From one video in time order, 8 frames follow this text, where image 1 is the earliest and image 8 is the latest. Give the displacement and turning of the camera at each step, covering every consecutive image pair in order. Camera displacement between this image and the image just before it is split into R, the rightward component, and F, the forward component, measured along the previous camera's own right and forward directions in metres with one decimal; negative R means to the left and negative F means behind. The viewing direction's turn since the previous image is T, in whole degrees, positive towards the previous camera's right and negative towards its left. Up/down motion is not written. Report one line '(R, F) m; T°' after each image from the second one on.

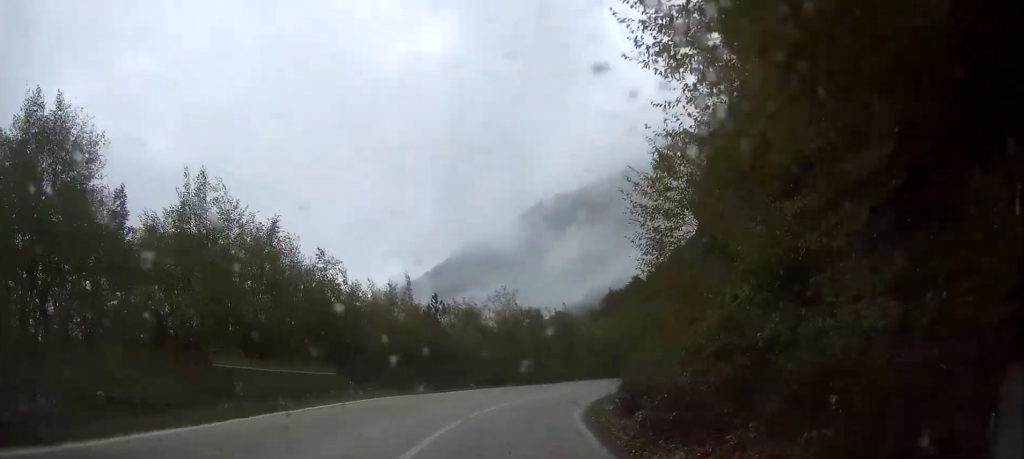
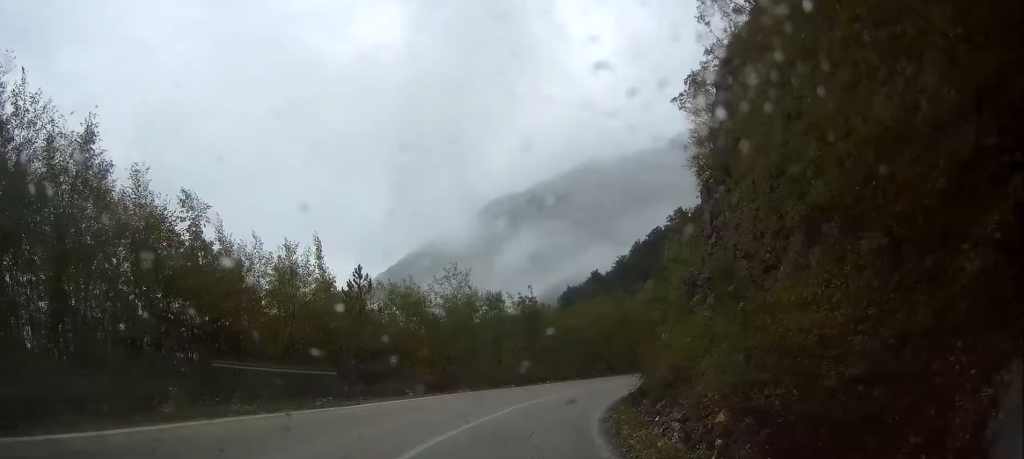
(+0.4, +11.3) m; +6°
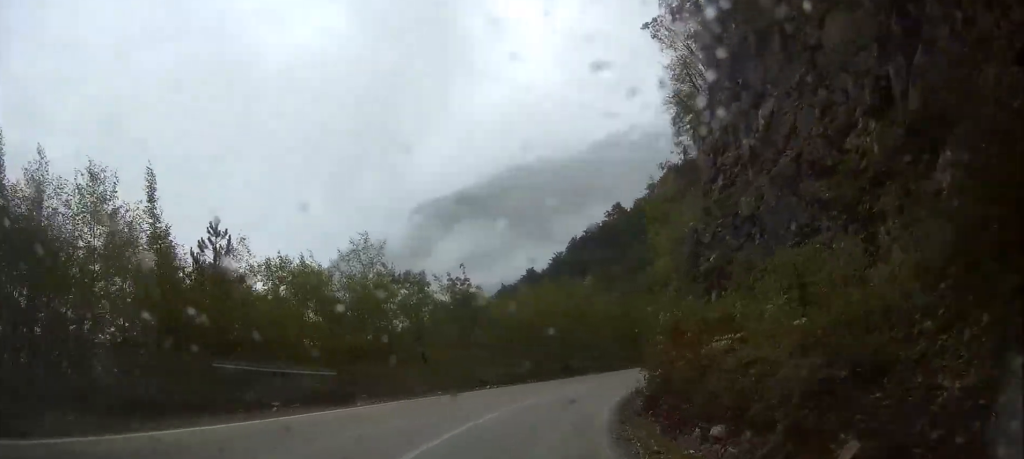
(+0.5, +9.8) m; +6°
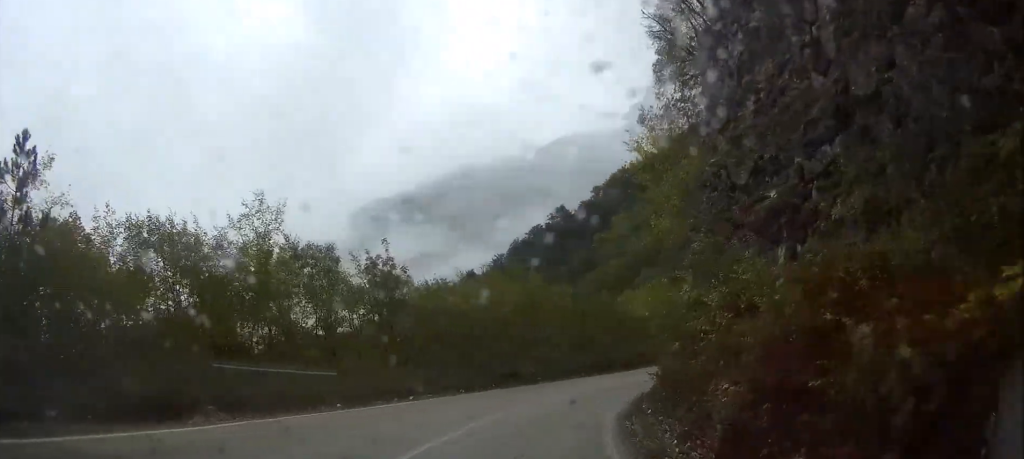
(+0.2, +7.8) m; +6°
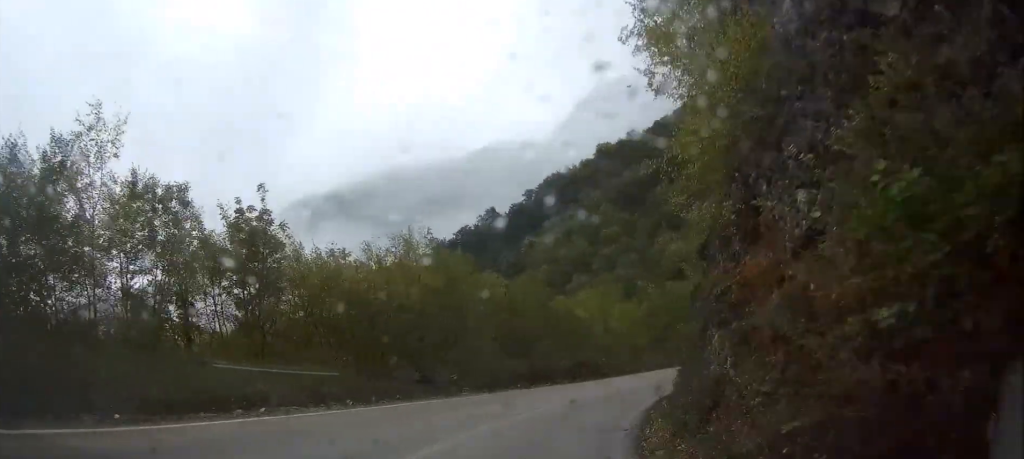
(+0.7, +8.2) m; +7°
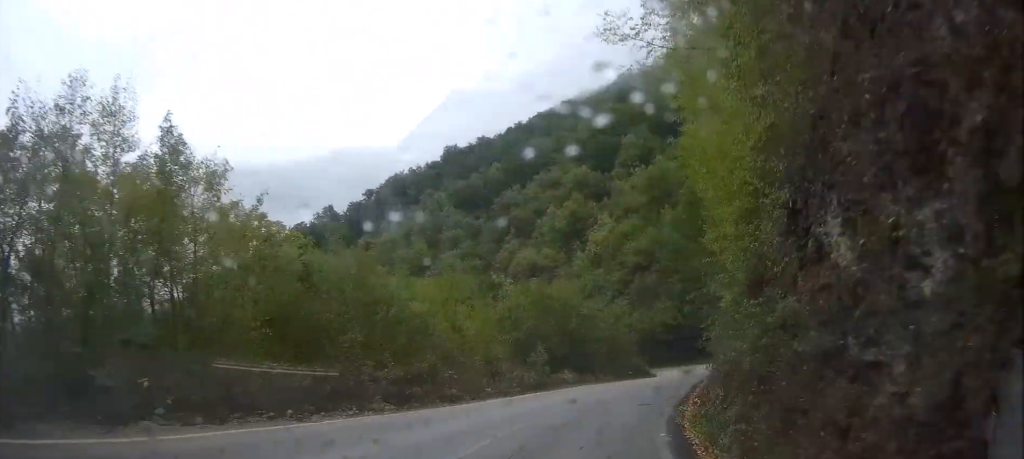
(+1.7, +14.7) m; +14°
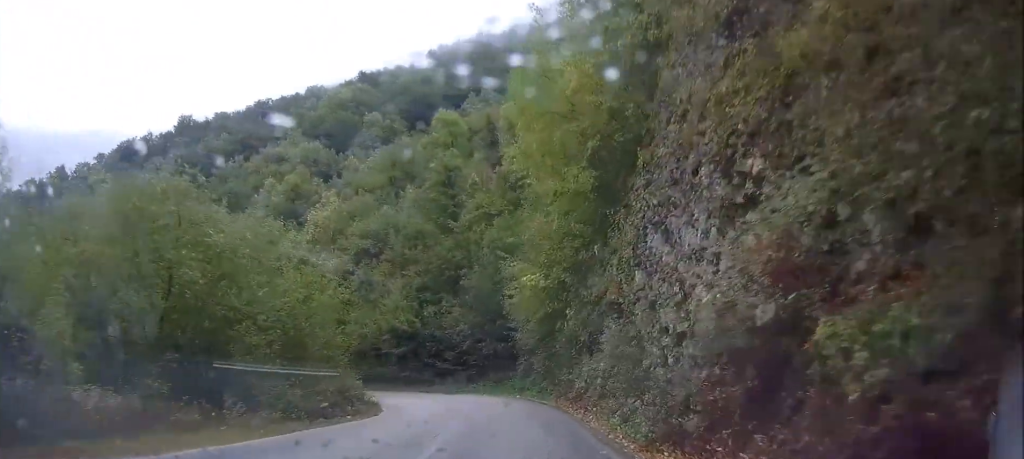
(+5.9, +27.0) m; +20°
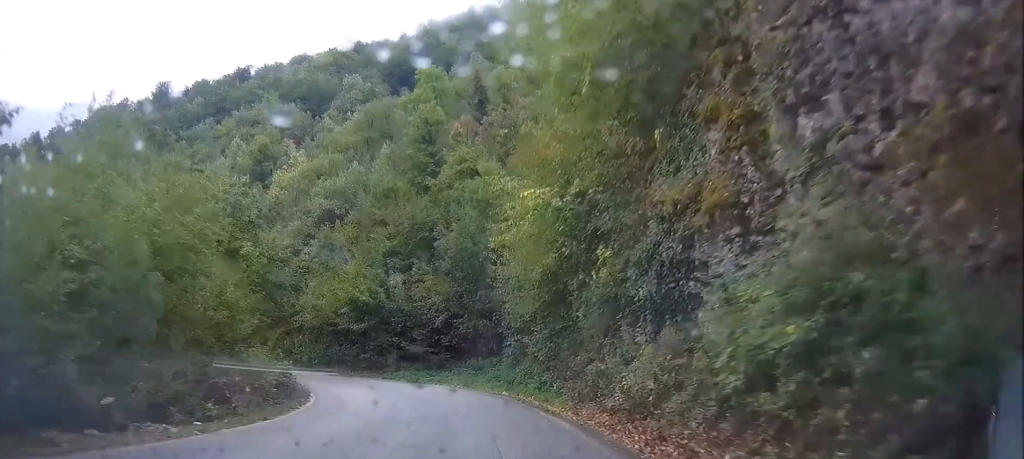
(+0.5, +12.1) m; +1°
